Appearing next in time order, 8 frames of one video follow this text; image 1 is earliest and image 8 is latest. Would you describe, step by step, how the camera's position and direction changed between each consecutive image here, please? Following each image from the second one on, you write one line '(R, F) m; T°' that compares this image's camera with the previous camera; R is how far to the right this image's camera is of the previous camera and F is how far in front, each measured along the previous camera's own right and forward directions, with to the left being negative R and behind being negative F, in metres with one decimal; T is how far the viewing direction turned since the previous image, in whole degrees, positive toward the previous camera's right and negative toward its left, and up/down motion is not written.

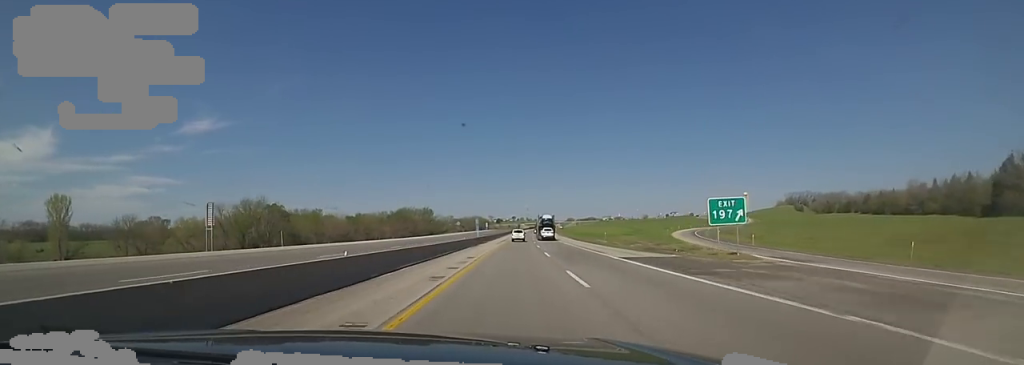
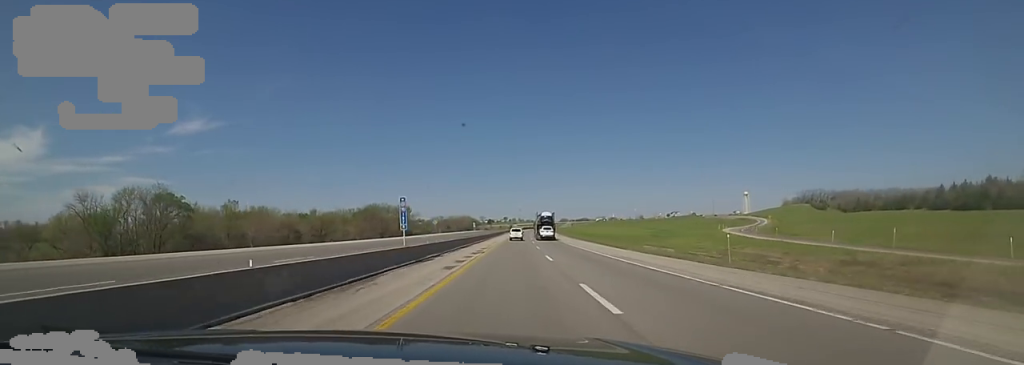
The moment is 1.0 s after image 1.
(+1.0, +35.7) m; +2°
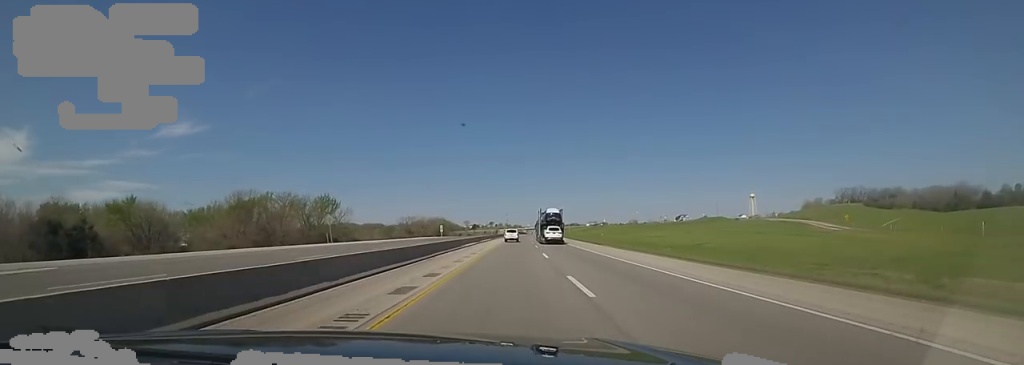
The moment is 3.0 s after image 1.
(+0.6, +77.3) m; +2°
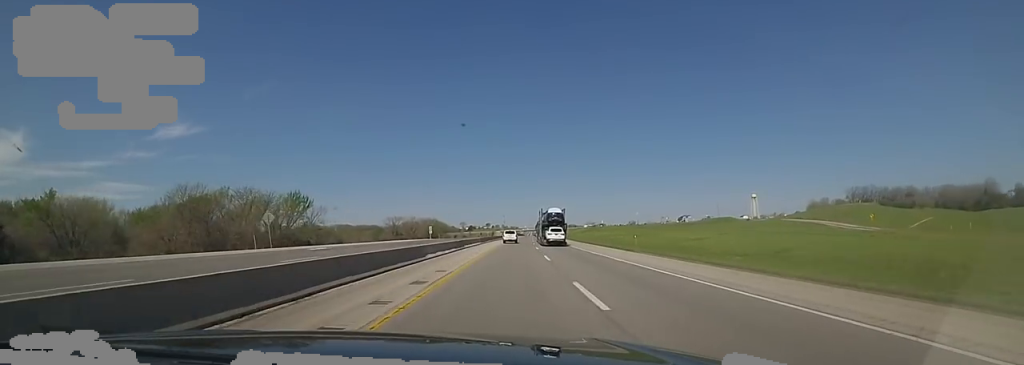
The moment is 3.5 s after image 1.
(+0.3, +17.1) m; 0°
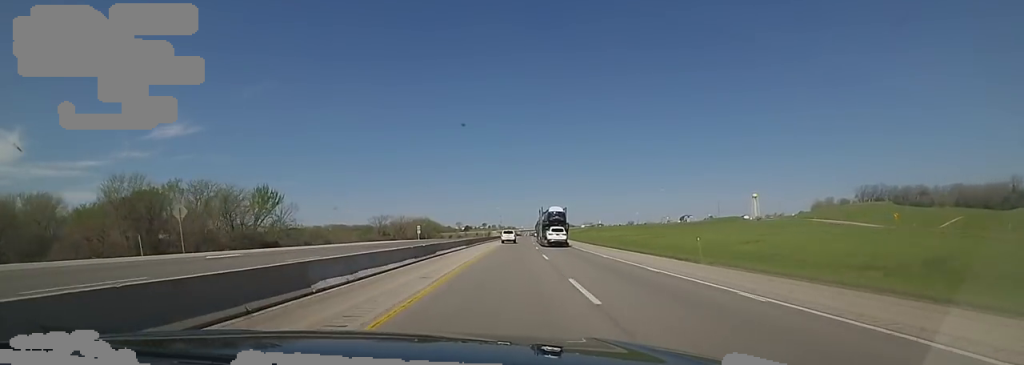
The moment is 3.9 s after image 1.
(+0.6, +14.5) m; 0°
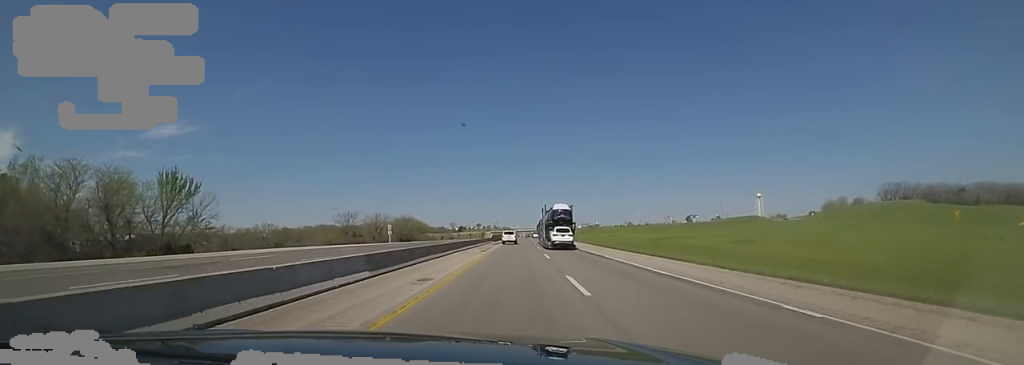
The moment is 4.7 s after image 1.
(-0.2, +28.0) m; 0°
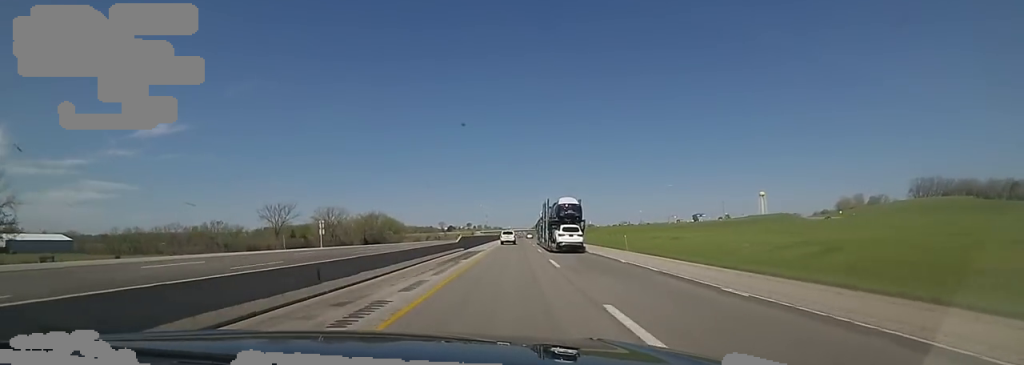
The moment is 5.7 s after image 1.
(+0.3, +36.1) m; +2°
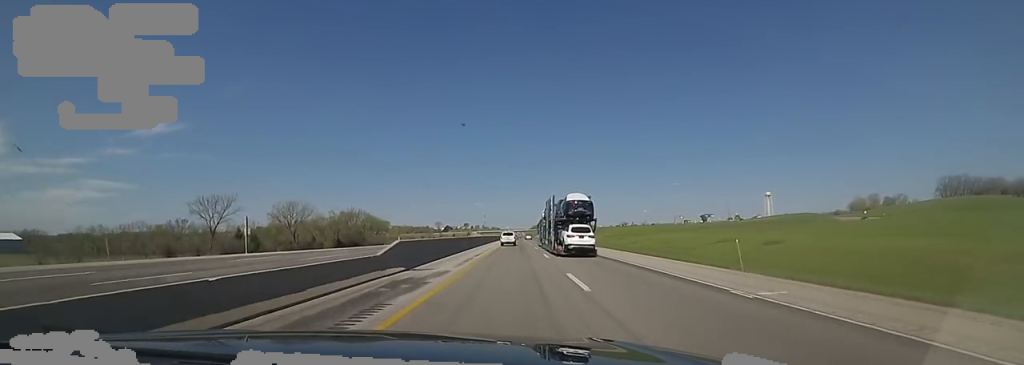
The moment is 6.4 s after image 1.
(+0.4, +21.4) m; +1°
